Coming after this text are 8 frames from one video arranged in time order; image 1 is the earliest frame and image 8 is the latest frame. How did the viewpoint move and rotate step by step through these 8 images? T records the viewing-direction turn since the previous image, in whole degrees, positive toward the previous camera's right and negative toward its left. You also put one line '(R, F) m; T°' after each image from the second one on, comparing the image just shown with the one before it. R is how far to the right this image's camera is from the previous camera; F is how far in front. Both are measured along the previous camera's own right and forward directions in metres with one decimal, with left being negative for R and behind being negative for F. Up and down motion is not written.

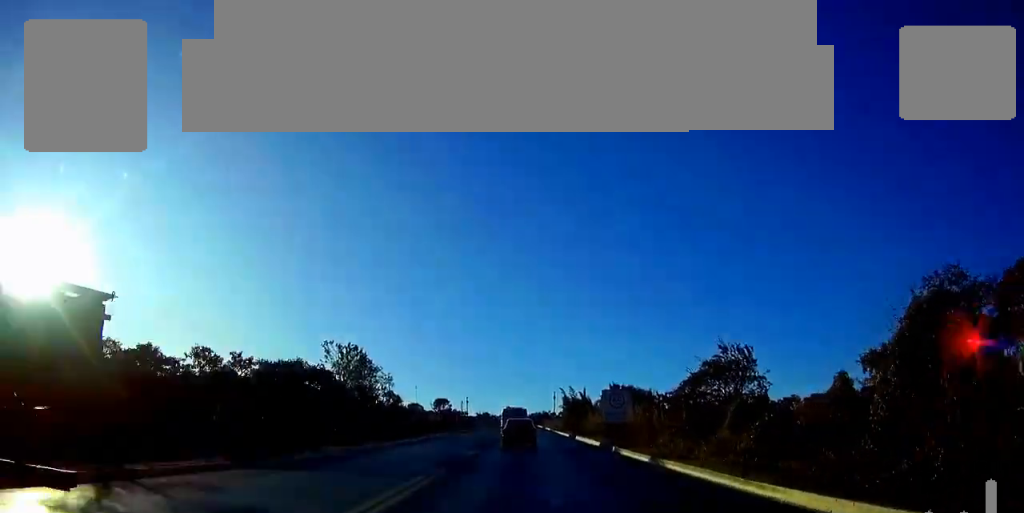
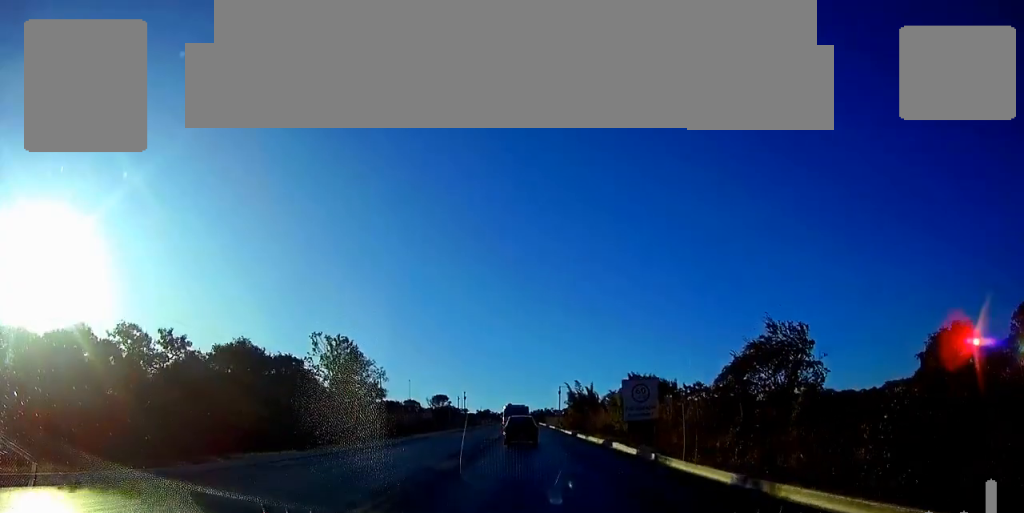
(-0.1, +7.8) m; 0°
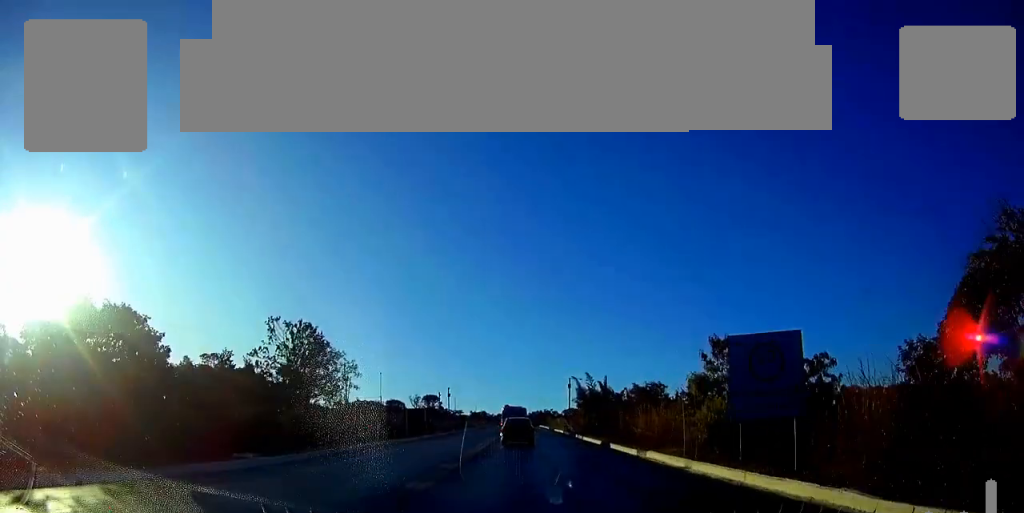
(+0.1, +18.5) m; +1°
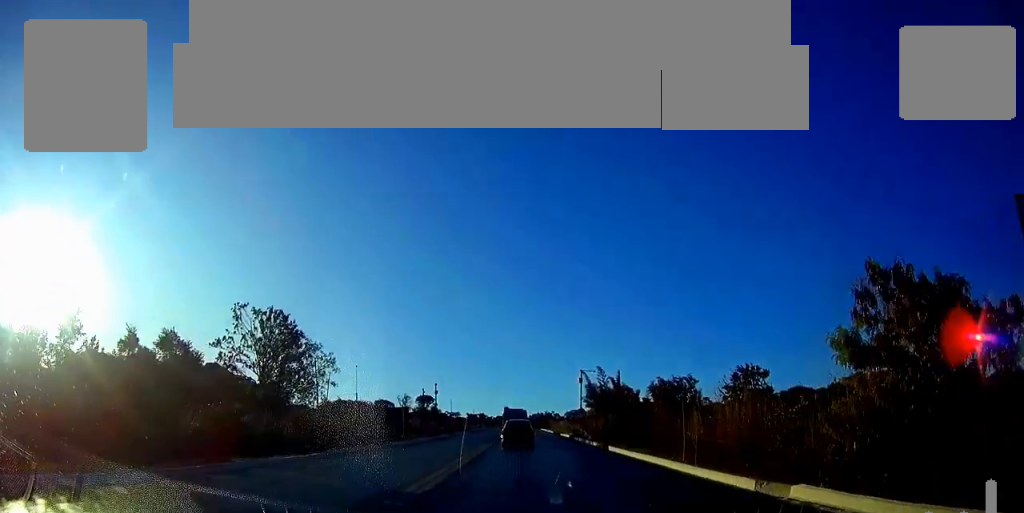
(+0.1, +11.7) m; 0°
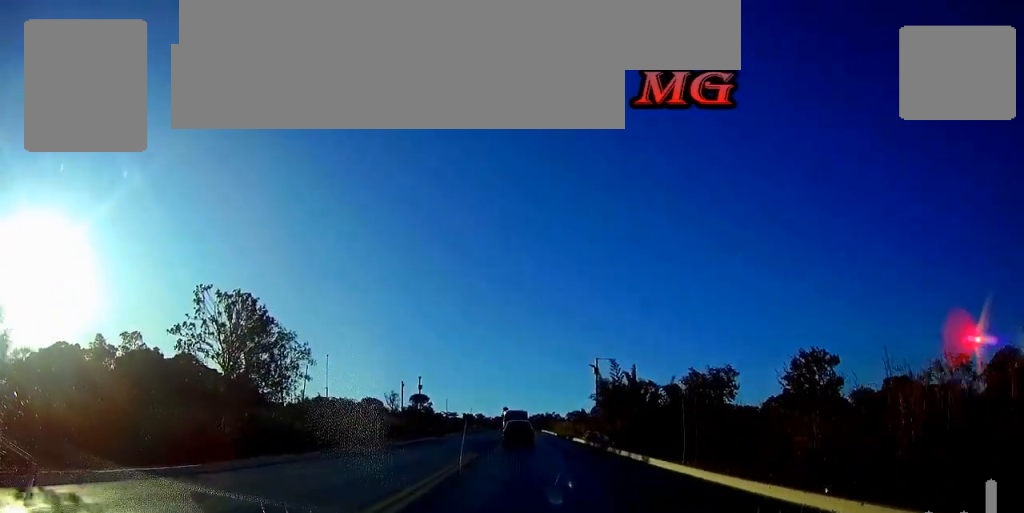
(0.0, +10.5) m; 0°
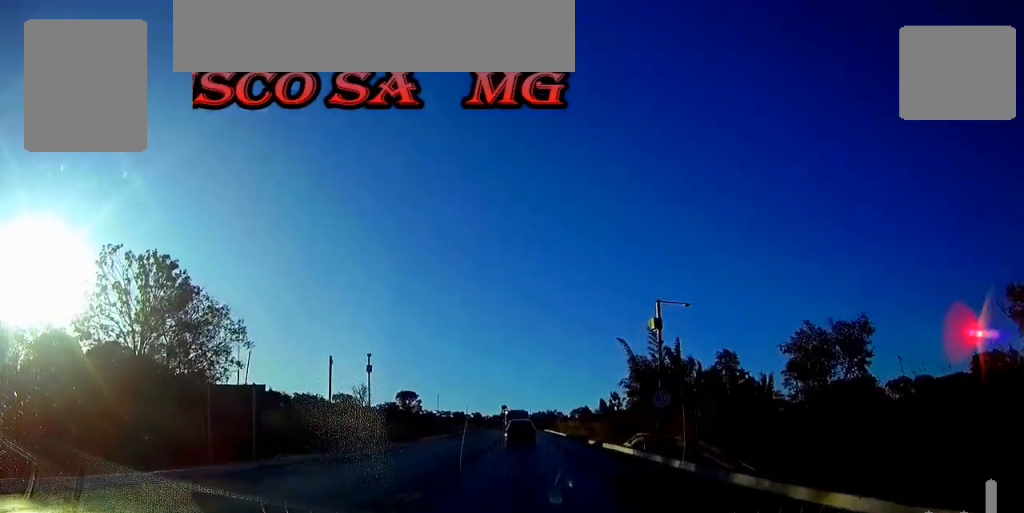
(+0.1, +18.8) m; 0°
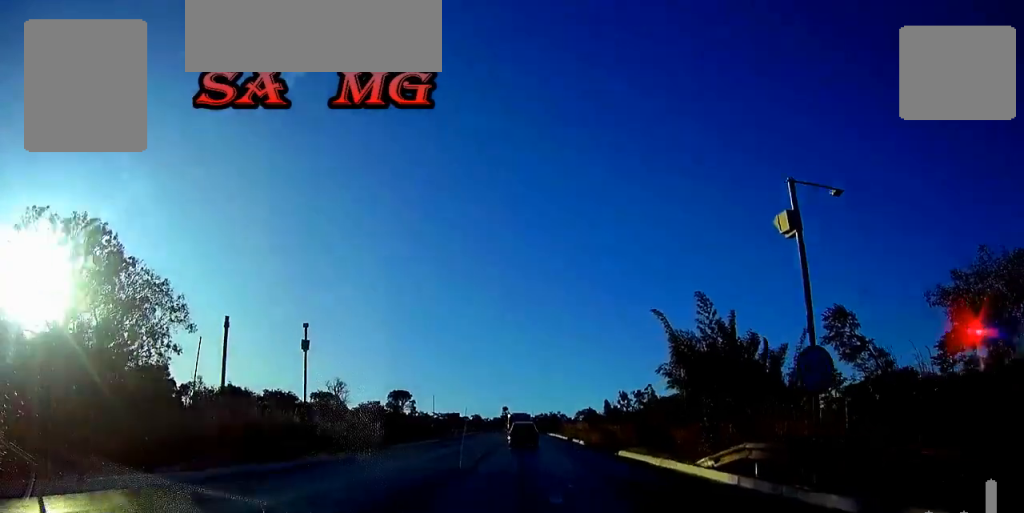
(-0.1, +11.6) m; 0°
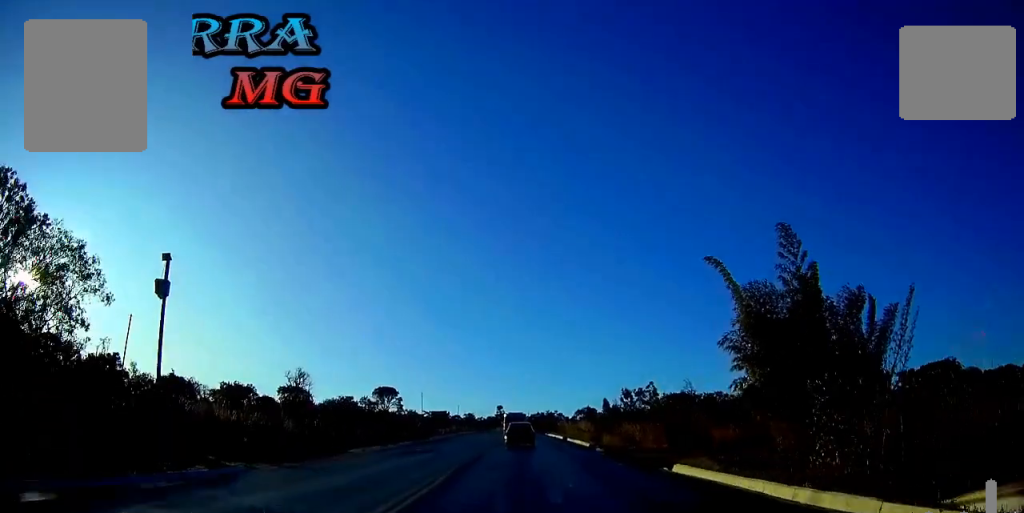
(+0.1, +11.0) m; 0°
